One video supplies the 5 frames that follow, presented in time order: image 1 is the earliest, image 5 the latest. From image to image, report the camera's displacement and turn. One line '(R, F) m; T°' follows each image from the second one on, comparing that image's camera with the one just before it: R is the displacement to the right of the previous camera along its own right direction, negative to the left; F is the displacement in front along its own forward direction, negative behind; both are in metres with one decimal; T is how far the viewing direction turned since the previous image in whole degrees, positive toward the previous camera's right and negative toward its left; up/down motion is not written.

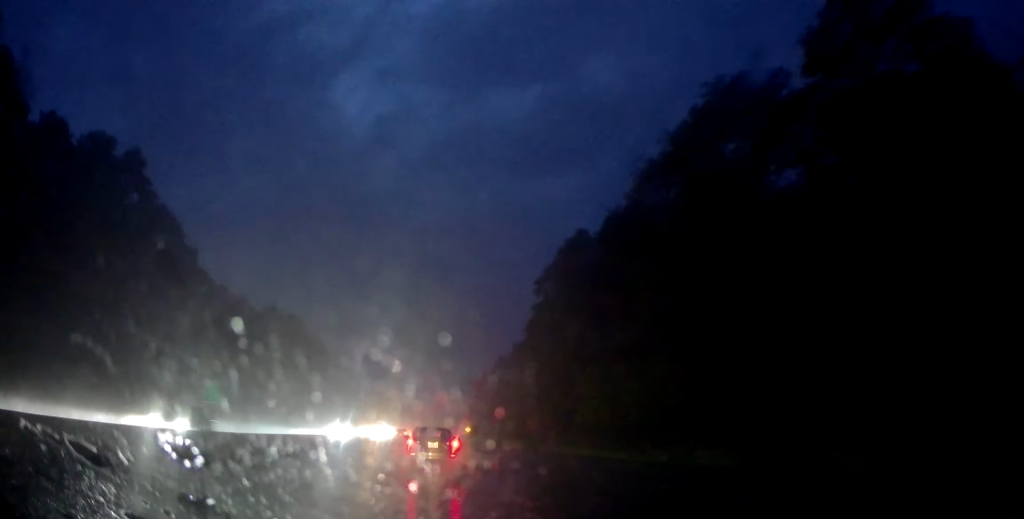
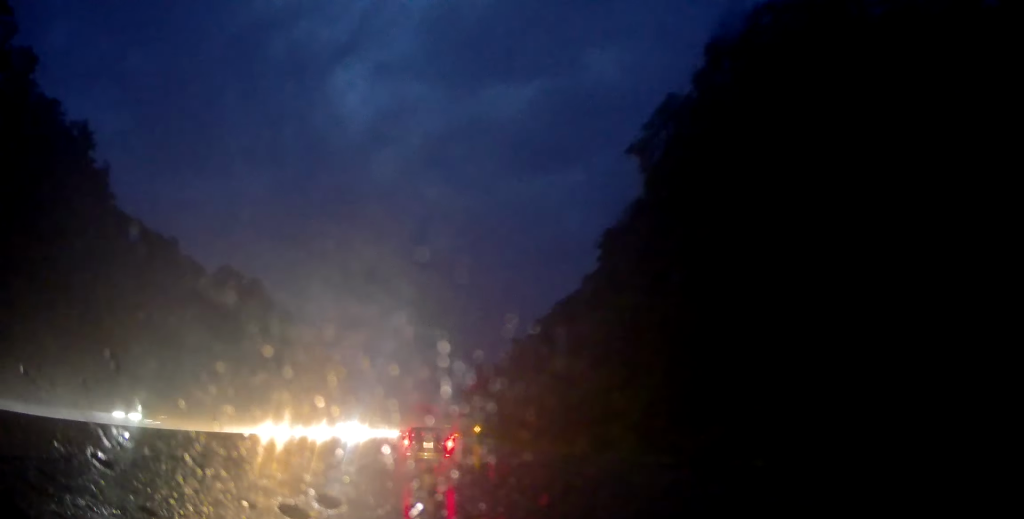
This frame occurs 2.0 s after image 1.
(-0.3, +36.1) m; +1°
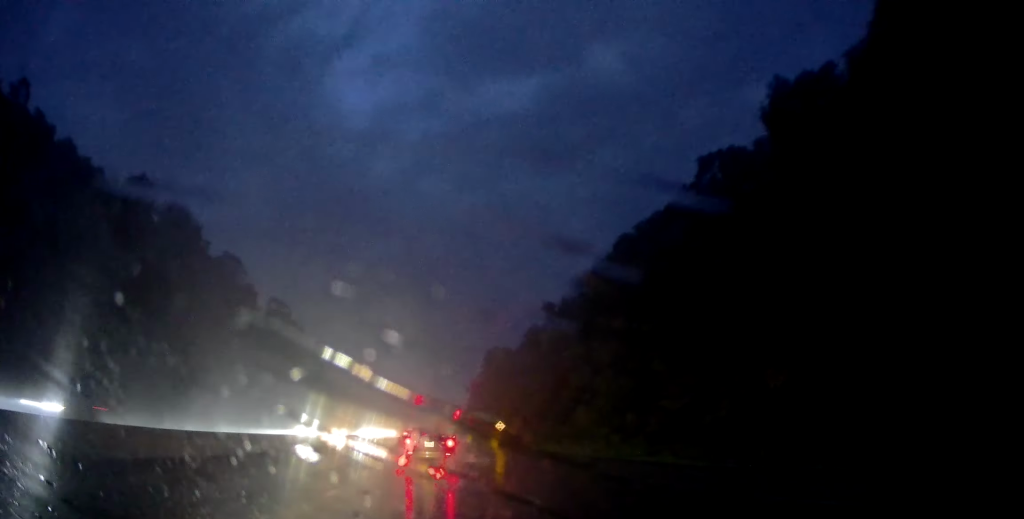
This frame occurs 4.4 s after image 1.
(0.0, +42.4) m; 0°
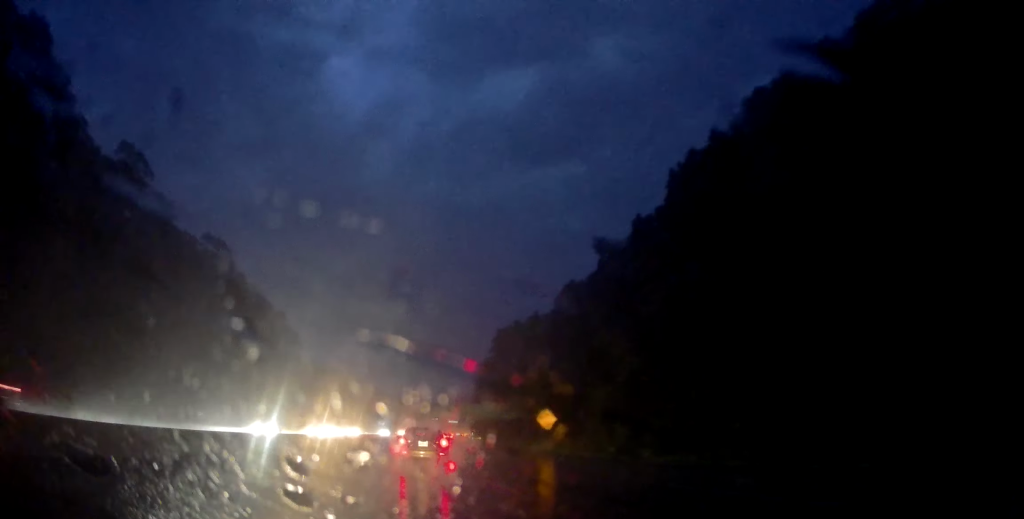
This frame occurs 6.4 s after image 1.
(0.0, +38.2) m; +1°
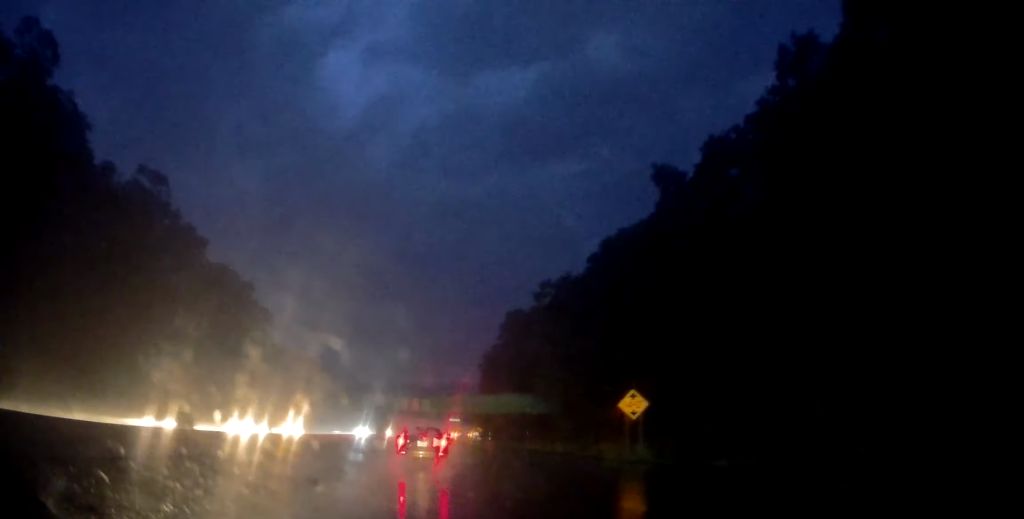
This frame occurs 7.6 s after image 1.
(+0.3, +23.1) m; 0°
